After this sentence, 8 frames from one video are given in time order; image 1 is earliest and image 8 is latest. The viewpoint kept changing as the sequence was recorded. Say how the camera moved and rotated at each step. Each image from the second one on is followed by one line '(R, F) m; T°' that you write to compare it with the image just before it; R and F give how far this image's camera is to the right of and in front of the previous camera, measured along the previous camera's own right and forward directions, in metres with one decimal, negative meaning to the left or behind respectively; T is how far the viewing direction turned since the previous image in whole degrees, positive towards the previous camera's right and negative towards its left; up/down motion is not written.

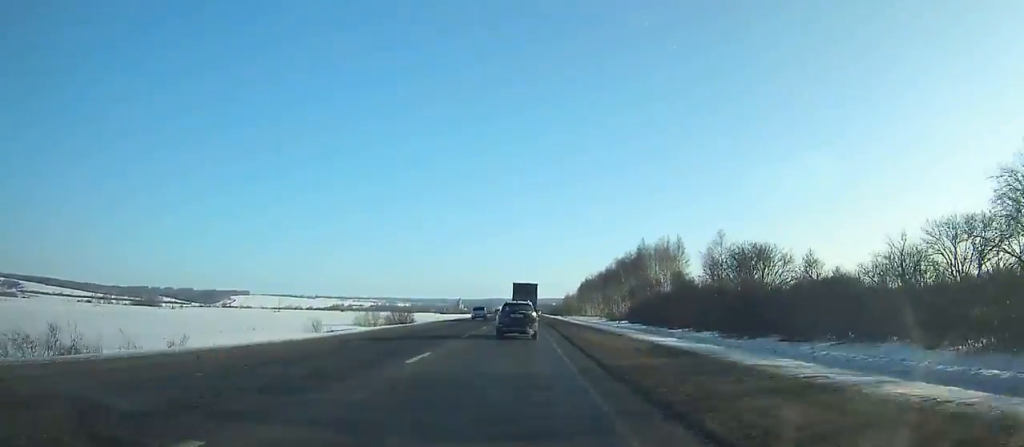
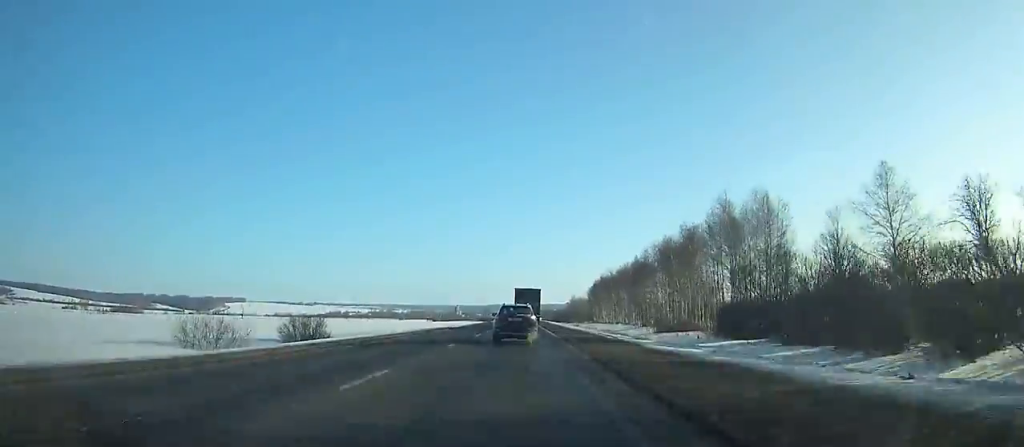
(0.0, +40.8) m; 0°
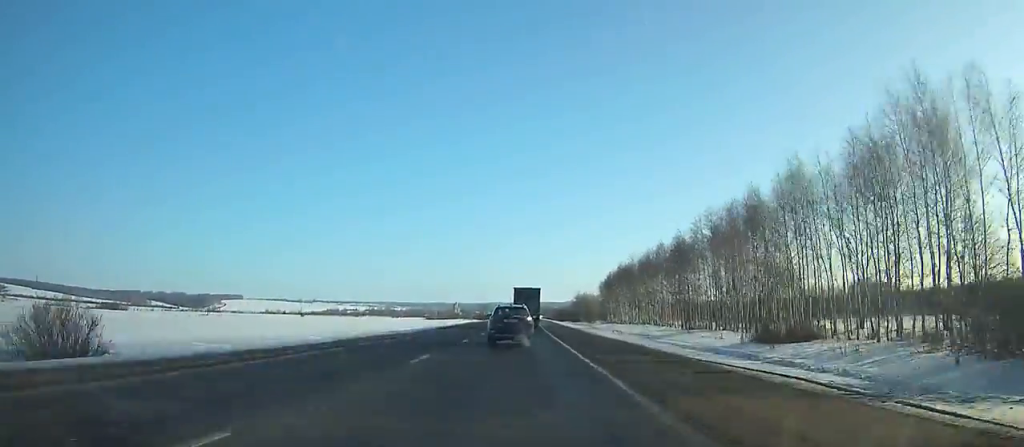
(0.0, +30.6) m; 0°
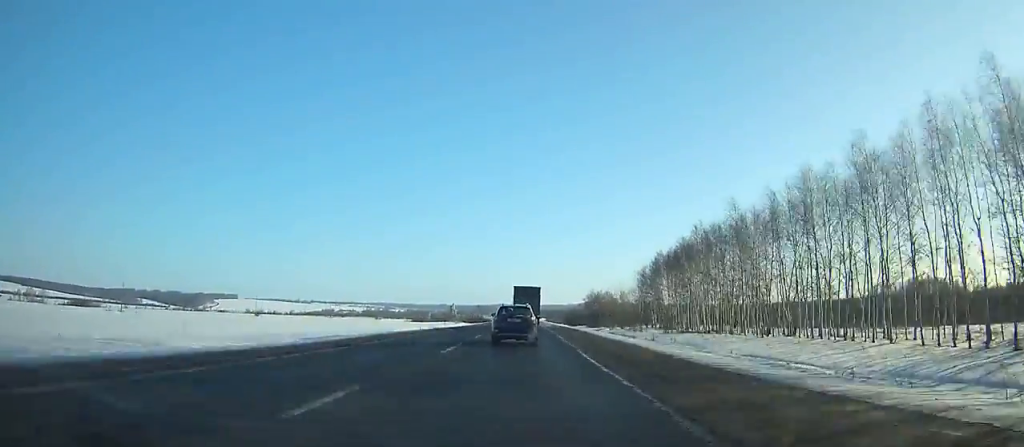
(-0.1, +56.5) m; 0°
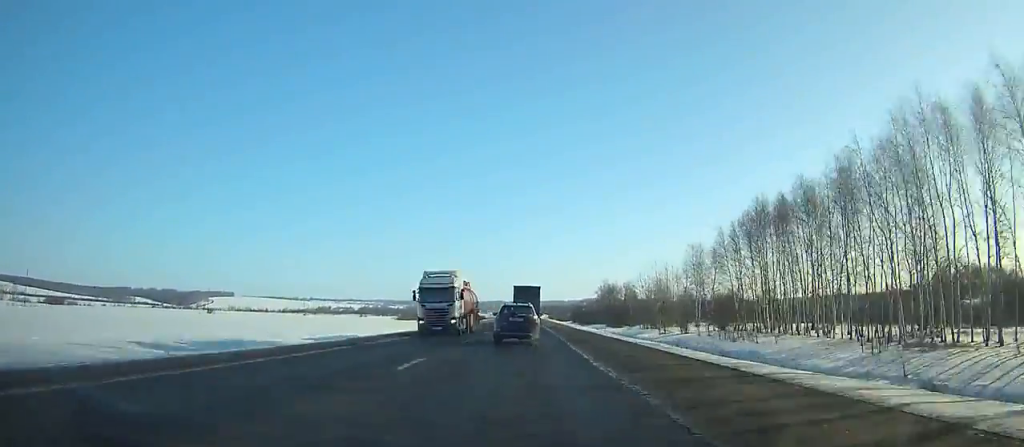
(0.0, +42.6) m; 0°
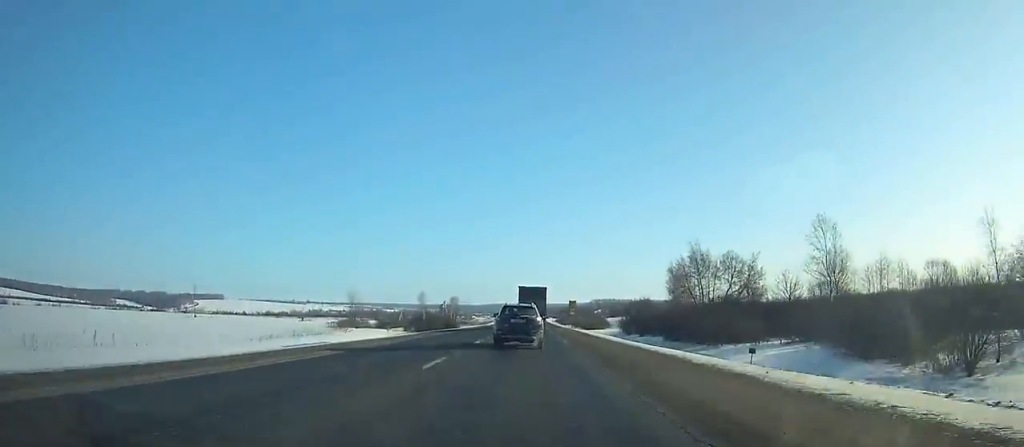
(-0.1, +104.9) m; 0°
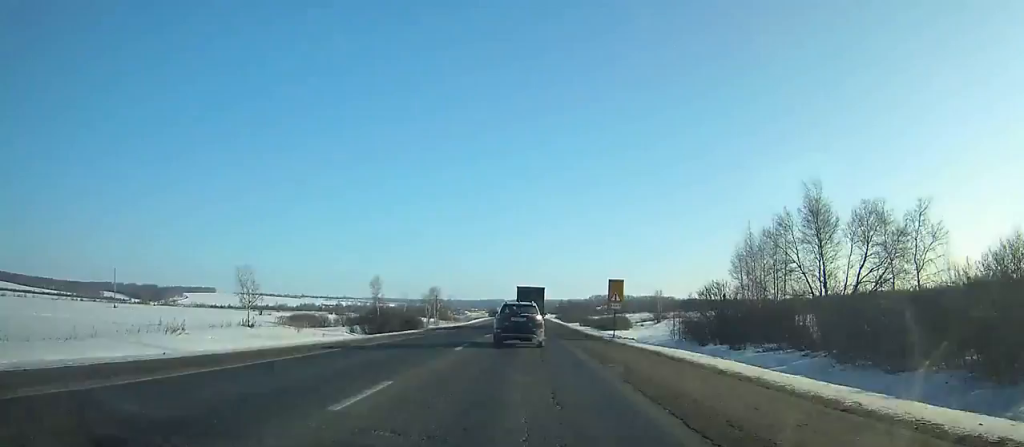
(0.0, +42.3) m; 0°
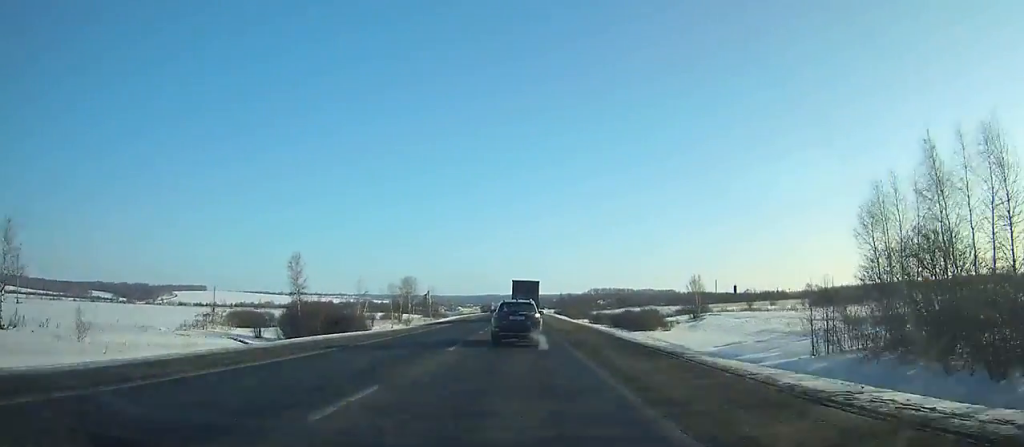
(0.0, +36.5) m; 0°
